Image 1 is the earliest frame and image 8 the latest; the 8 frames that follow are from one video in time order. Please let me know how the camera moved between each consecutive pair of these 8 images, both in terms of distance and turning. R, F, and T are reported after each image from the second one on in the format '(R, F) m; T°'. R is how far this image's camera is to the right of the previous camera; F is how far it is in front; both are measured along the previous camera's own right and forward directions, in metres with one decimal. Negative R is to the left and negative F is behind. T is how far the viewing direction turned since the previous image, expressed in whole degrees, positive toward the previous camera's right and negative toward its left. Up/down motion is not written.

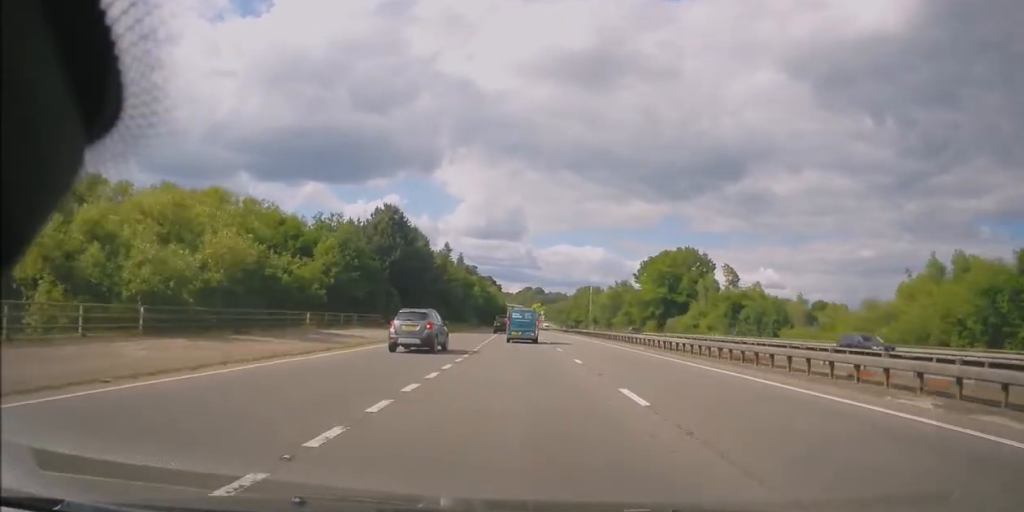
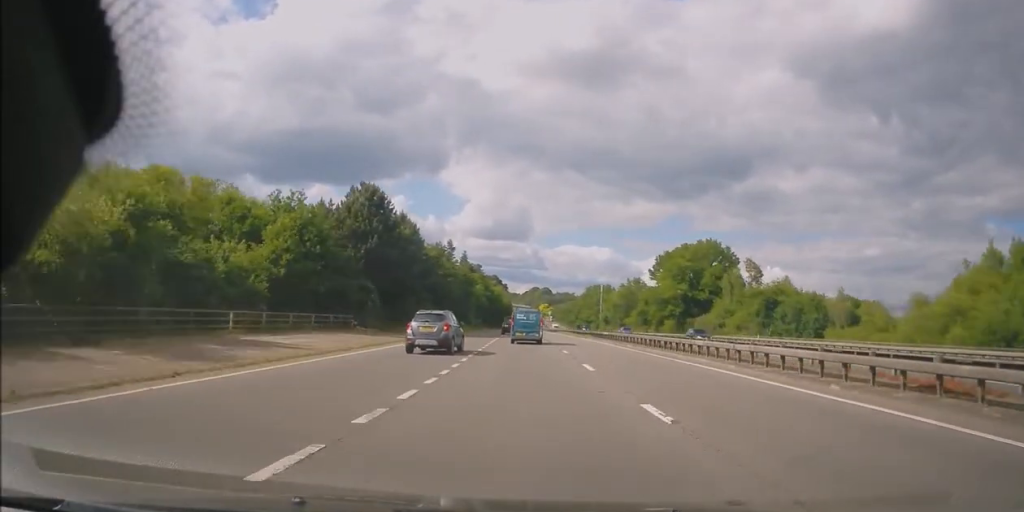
(-0.1, +11.2) m; -1°
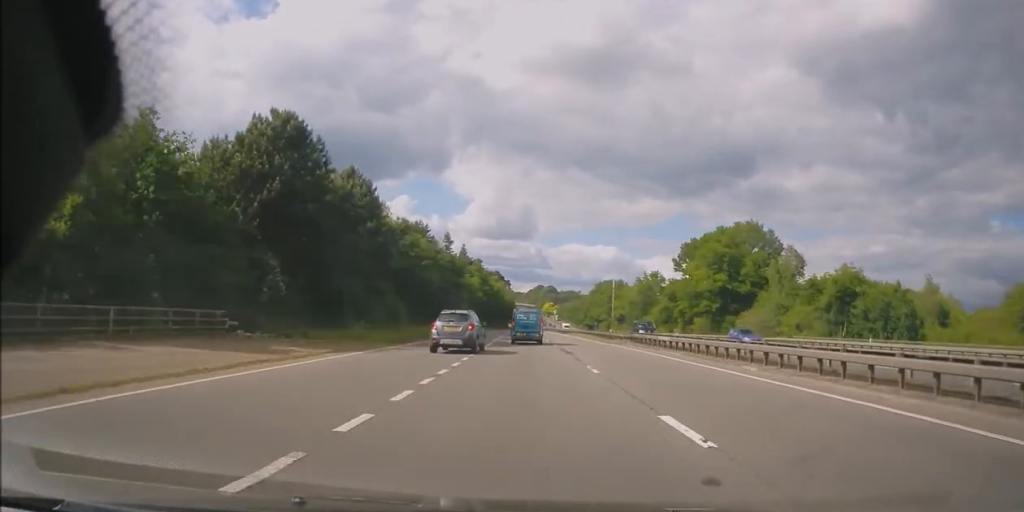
(-0.2, +20.1) m; 0°
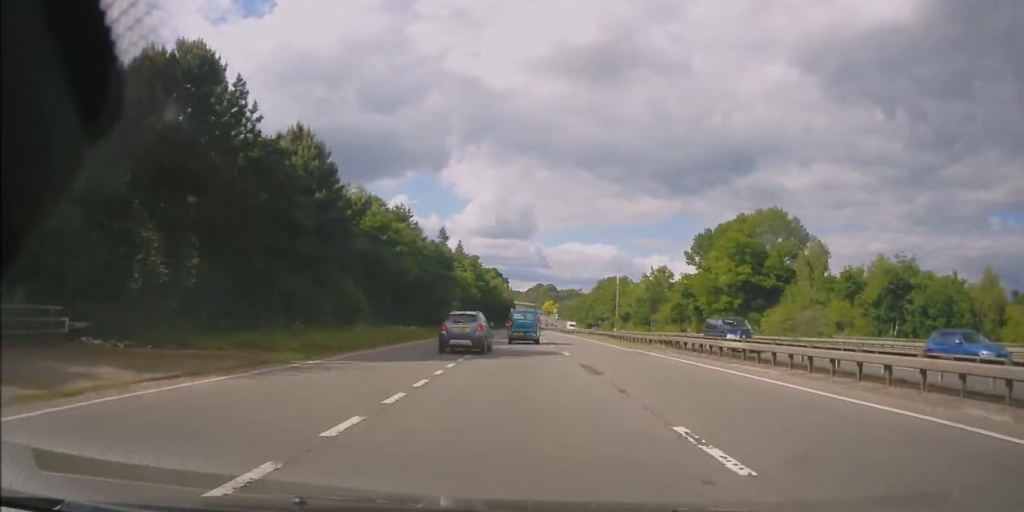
(+0.2, +10.3) m; 0°
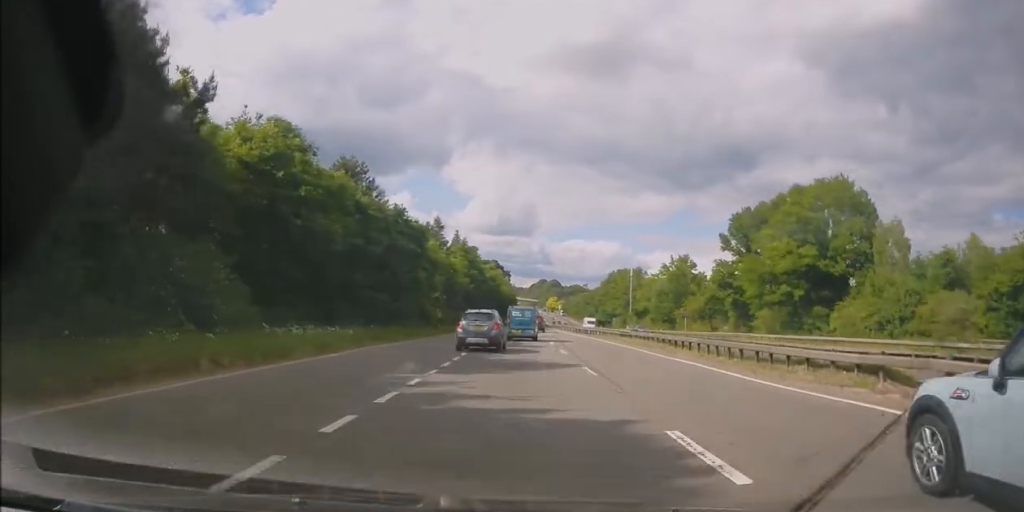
(0.0, +19.1) m; 0°
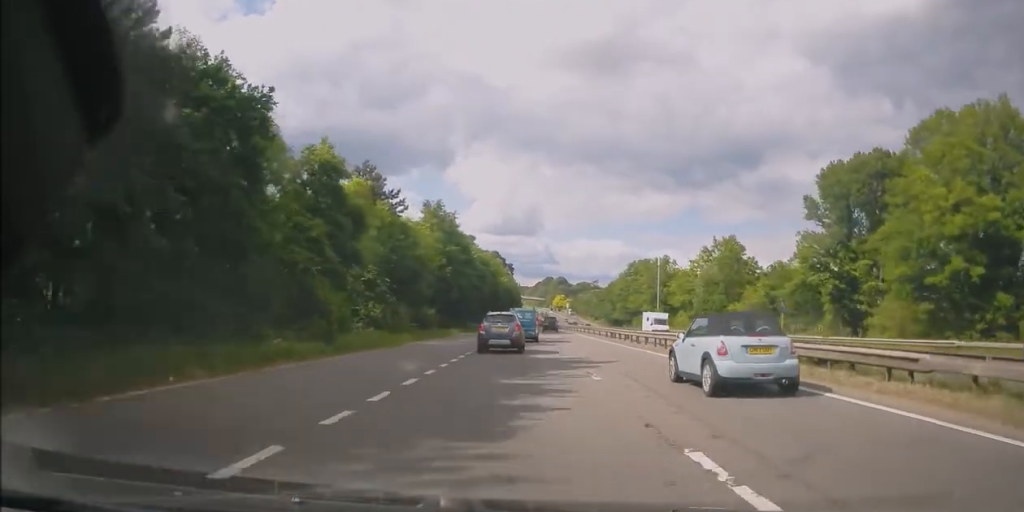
(+0.1, +28.9) m; 0°
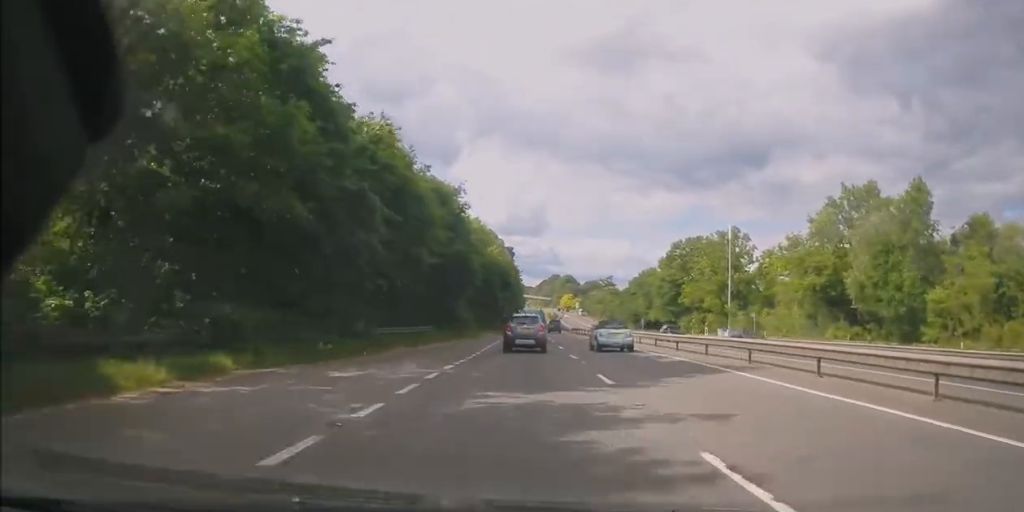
(-0.6, +46.4) m; -1°
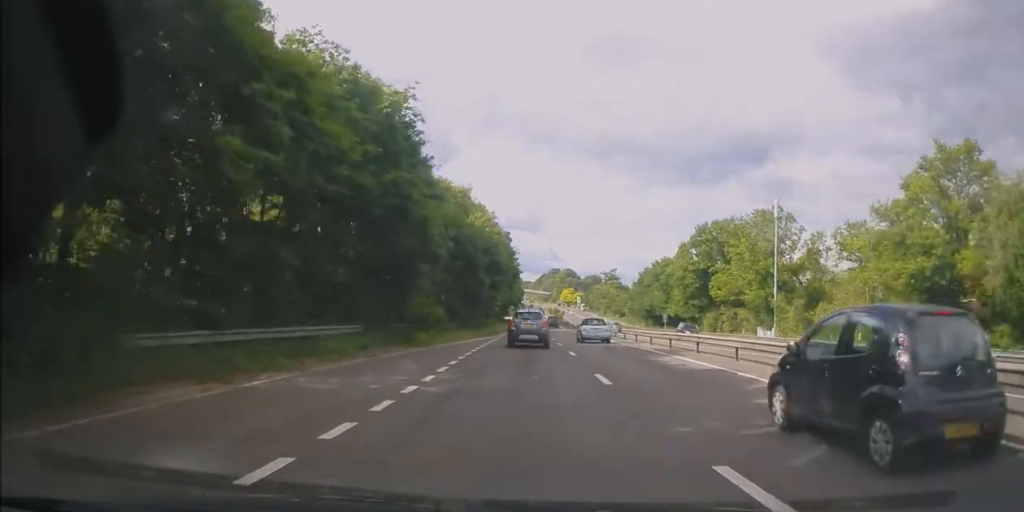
(0.0, +18.2) m; 0°
